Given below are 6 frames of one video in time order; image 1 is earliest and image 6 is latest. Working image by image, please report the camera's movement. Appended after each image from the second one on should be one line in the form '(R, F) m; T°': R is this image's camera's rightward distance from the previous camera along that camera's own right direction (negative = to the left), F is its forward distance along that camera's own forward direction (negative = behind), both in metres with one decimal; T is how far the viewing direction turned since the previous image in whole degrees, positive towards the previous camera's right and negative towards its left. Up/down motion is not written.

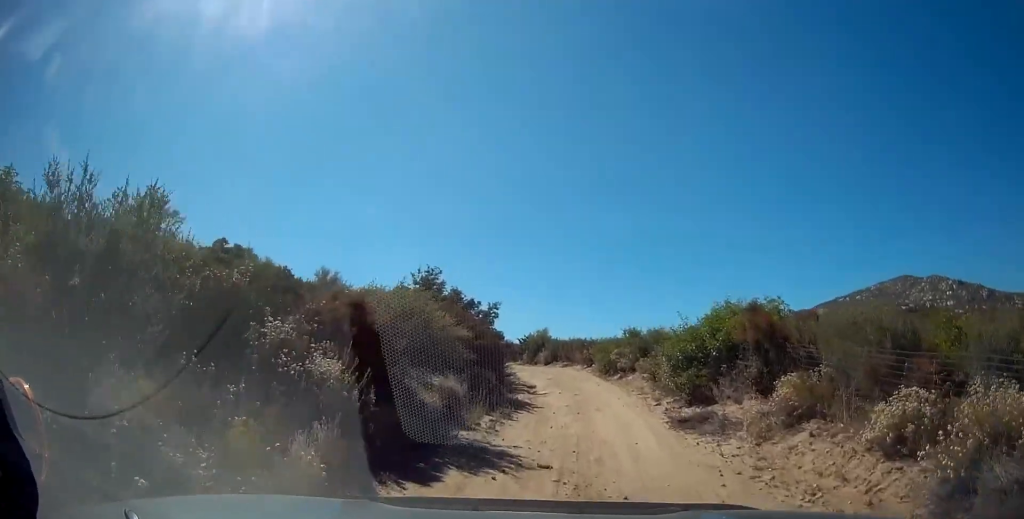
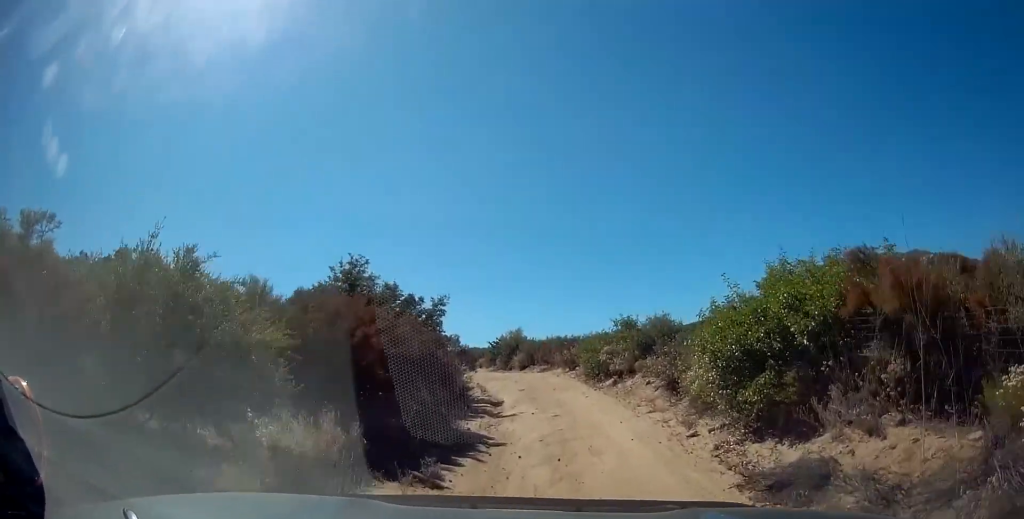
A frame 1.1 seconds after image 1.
(0.0, +5.7) m; +2°
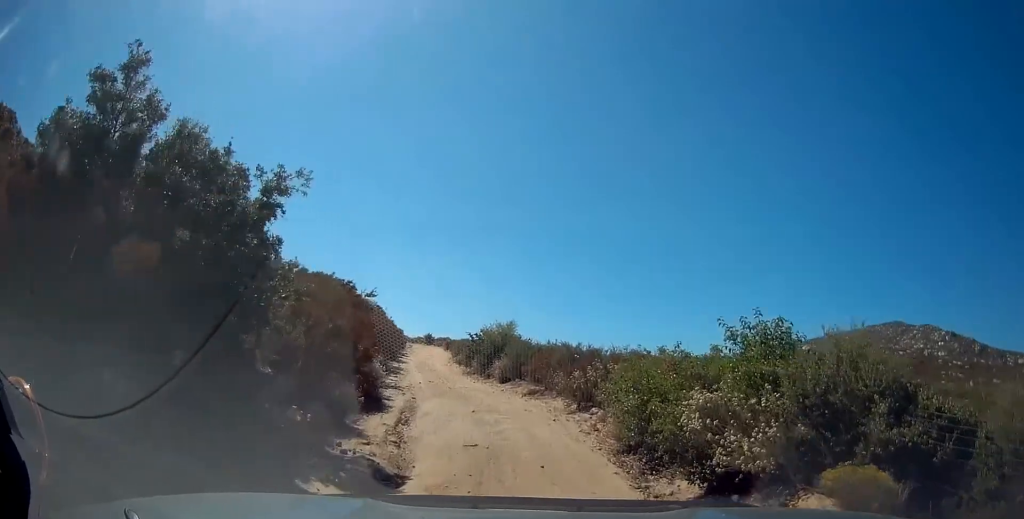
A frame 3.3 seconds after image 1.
(+0.4, +11.6) m; -2°
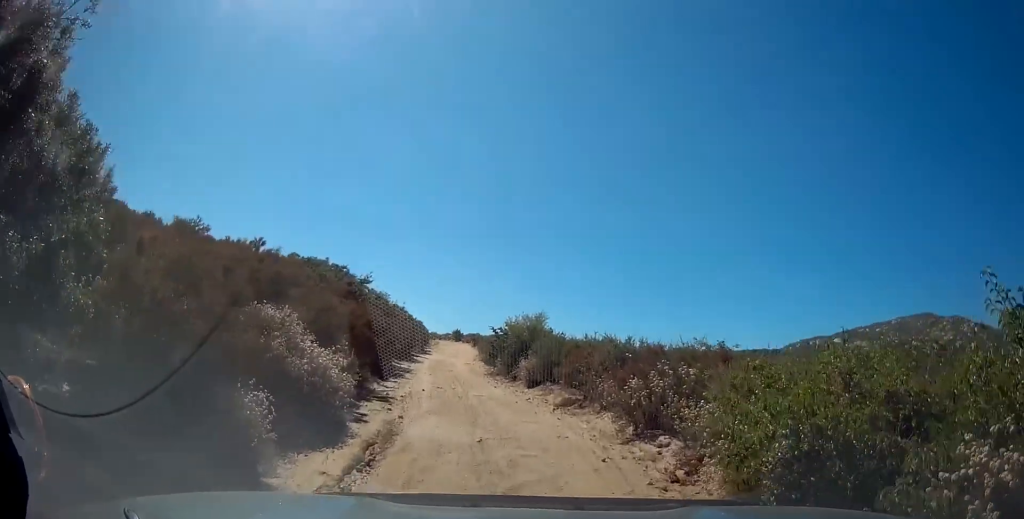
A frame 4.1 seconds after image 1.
(-0.4, +4.5) m; -2°
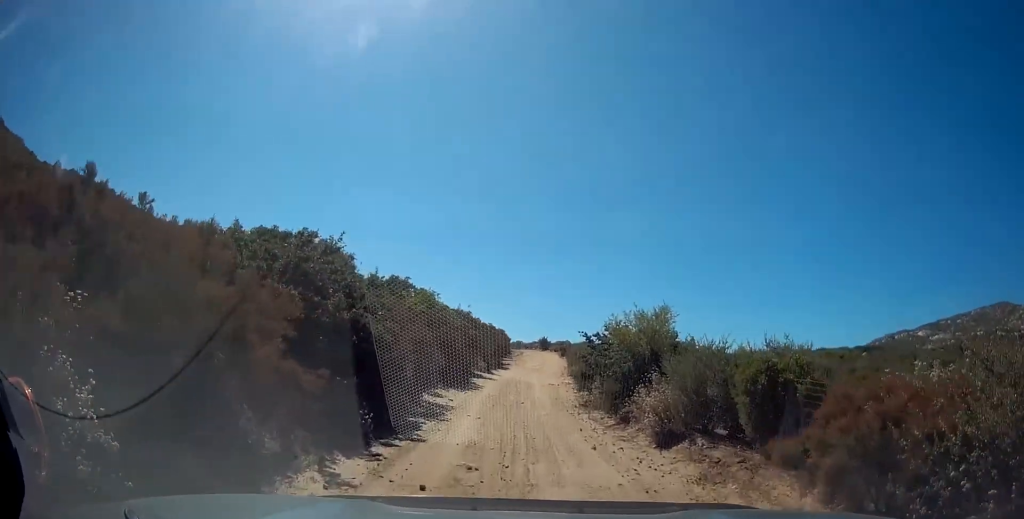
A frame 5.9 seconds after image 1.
(-0.5, +9.7) m; -7°
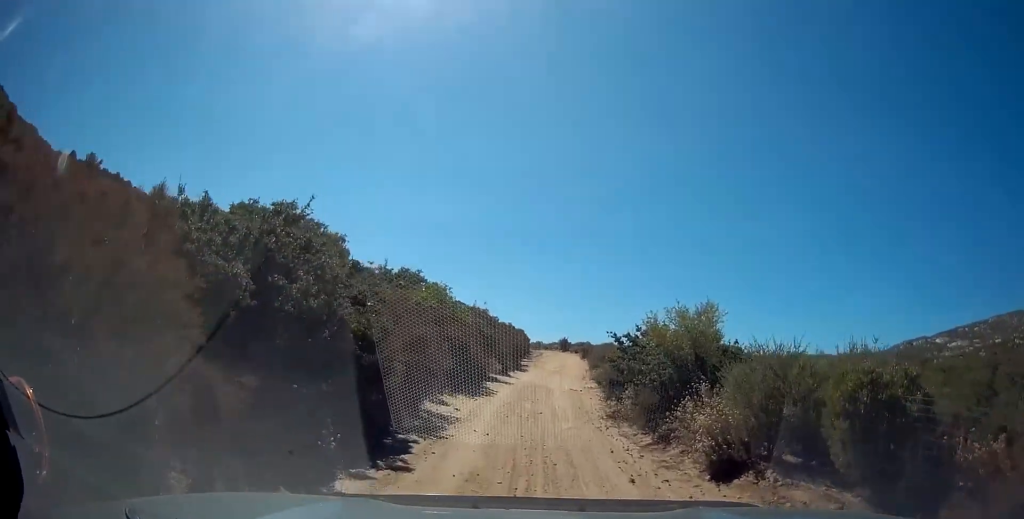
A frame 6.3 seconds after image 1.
(-0.1, +2.4) m; -2°
